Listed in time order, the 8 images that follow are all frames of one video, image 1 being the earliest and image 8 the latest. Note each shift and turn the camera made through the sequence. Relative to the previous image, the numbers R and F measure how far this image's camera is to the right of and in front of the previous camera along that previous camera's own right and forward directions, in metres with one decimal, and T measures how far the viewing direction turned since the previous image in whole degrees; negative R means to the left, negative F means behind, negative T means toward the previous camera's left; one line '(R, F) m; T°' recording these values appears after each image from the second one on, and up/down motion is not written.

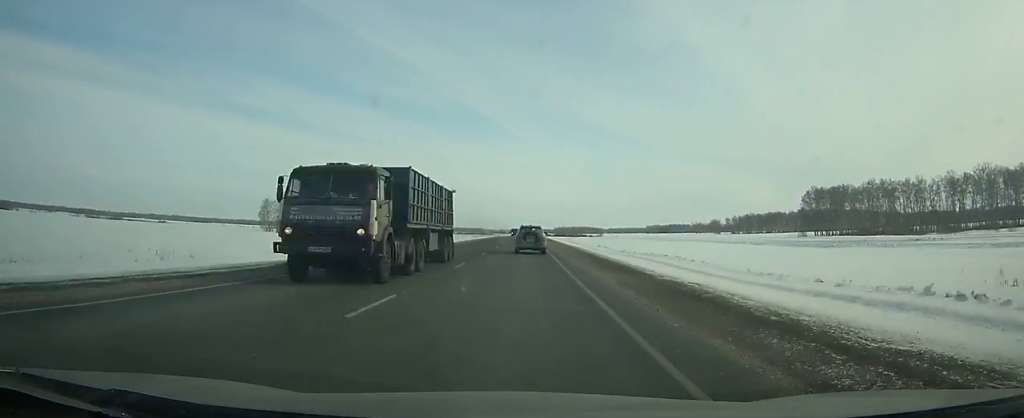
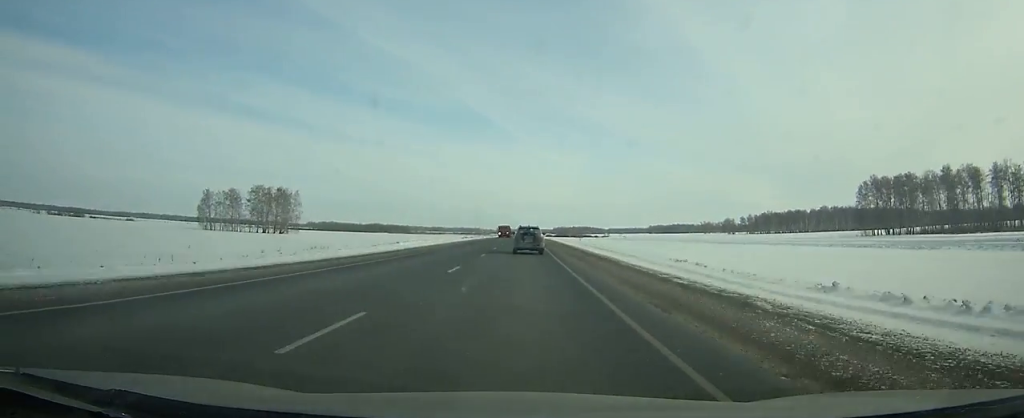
(0.0, +51.1) m; 0°
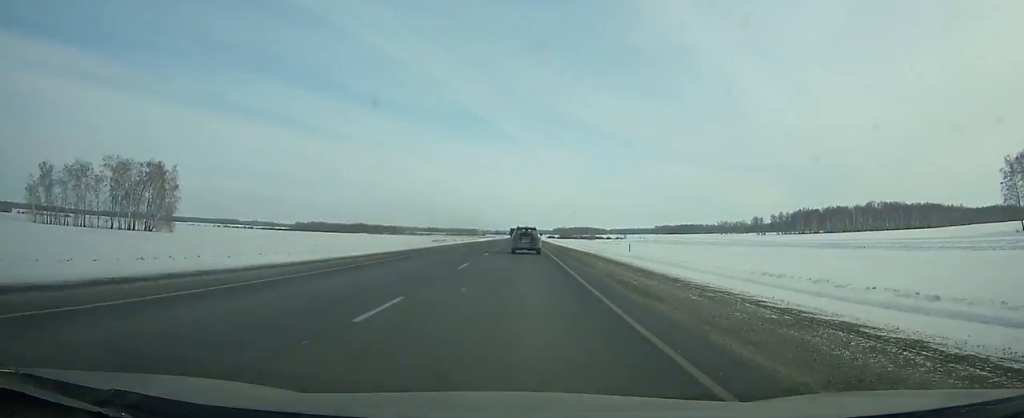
(0.0, +83.2) m; 0°
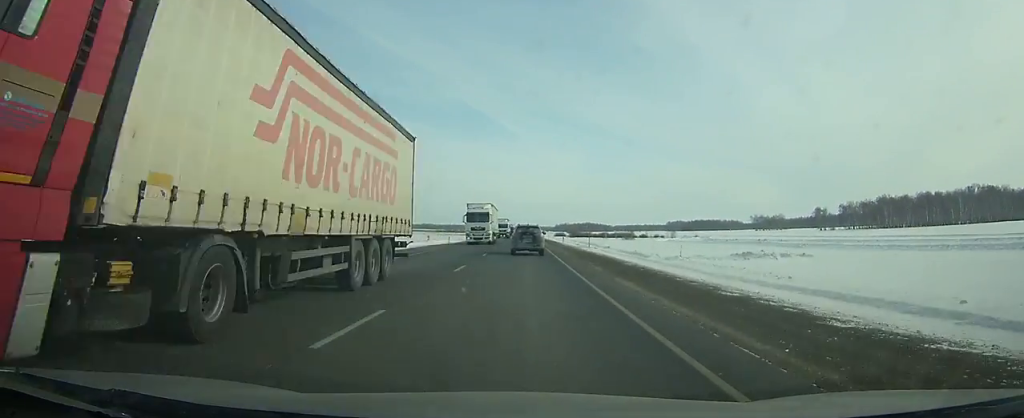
(0.0, +121.1) m; 0°
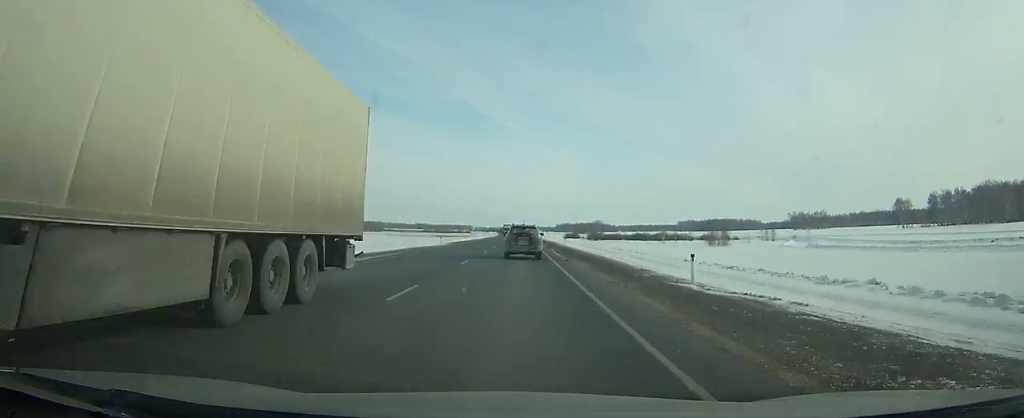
(+0.1, +101.9) m; 0°
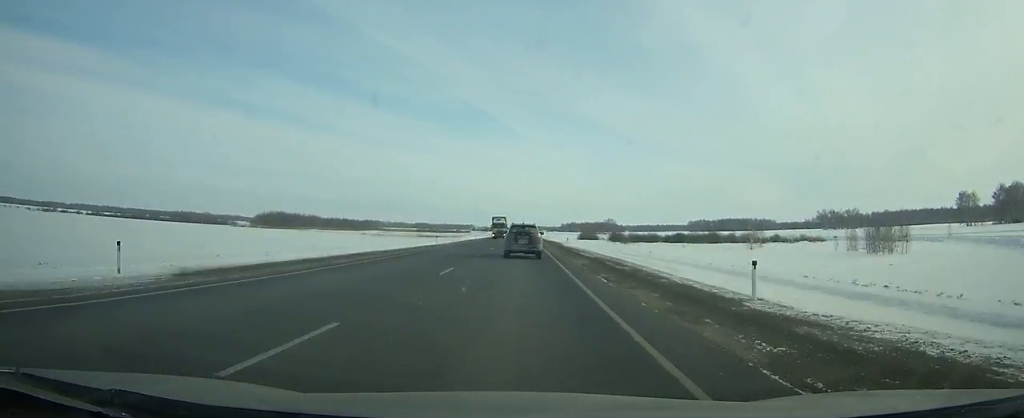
(0.0, +53.2) m; 0°
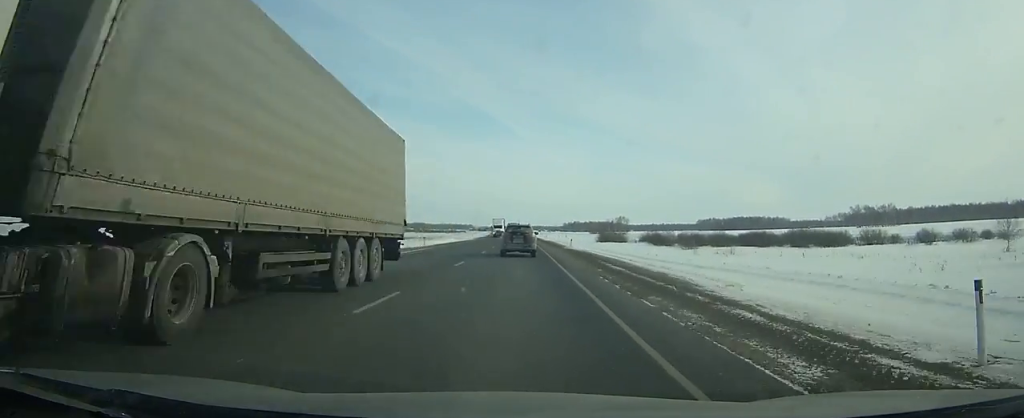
(+0.1, +58.0) m; 0°
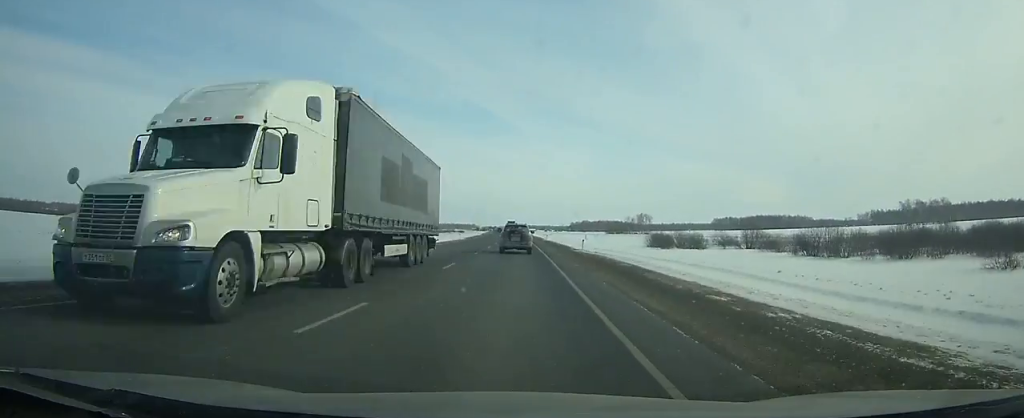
(-0.2, +62.9) m; -1°
